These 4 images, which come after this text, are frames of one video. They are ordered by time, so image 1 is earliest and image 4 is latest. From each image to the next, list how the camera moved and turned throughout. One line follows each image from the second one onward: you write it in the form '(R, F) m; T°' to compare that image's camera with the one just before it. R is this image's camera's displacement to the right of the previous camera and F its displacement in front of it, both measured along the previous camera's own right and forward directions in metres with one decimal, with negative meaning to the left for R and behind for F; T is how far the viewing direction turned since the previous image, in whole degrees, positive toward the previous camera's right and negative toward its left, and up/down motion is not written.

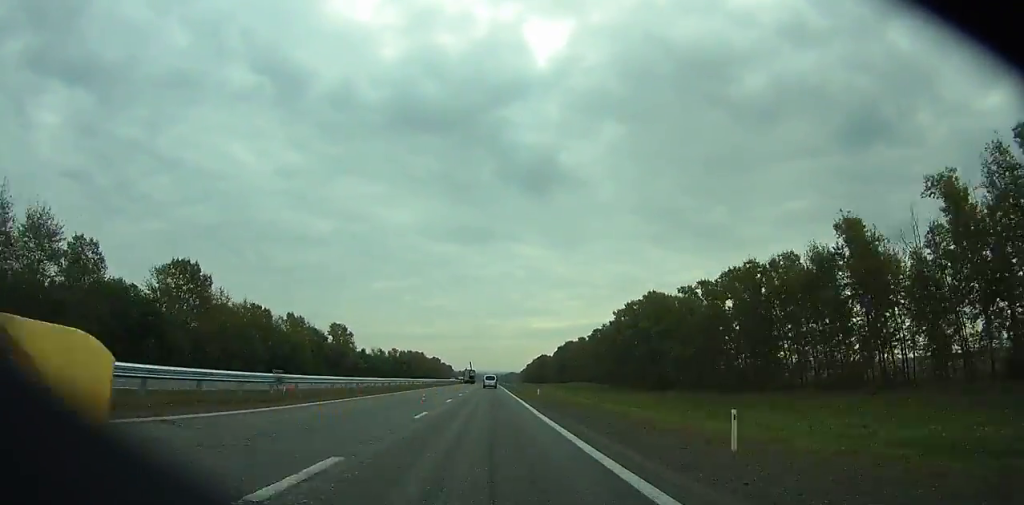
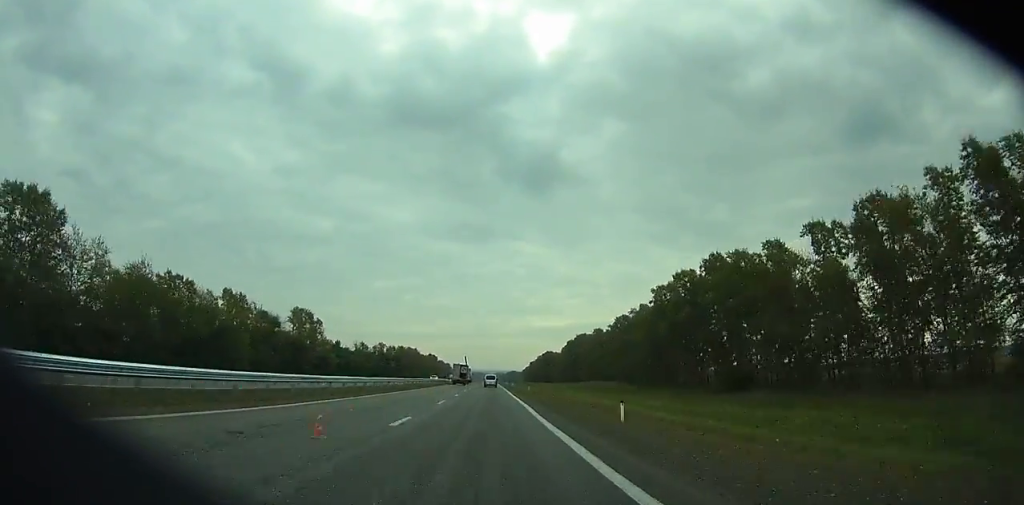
(0.0, +38.2) m; 0°
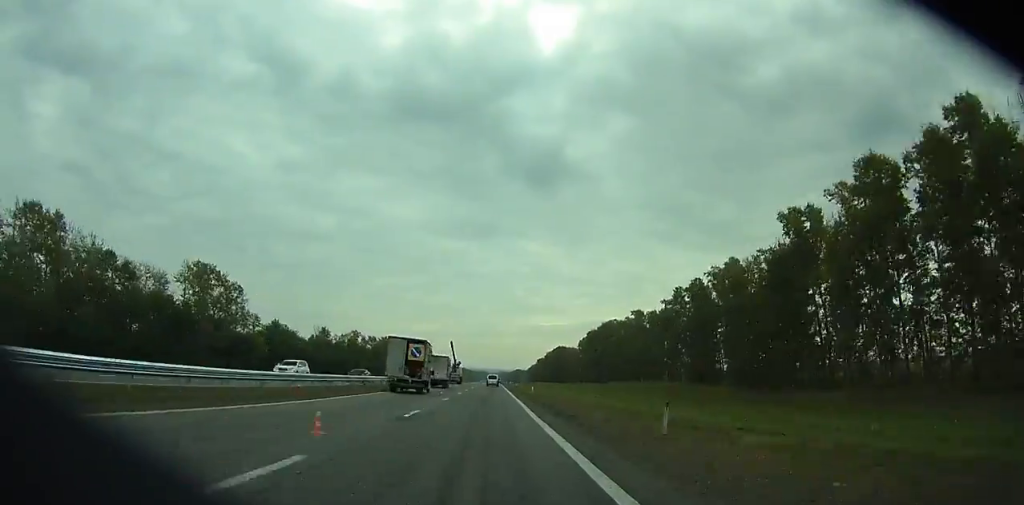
(0.0, +55.7) m; 0°
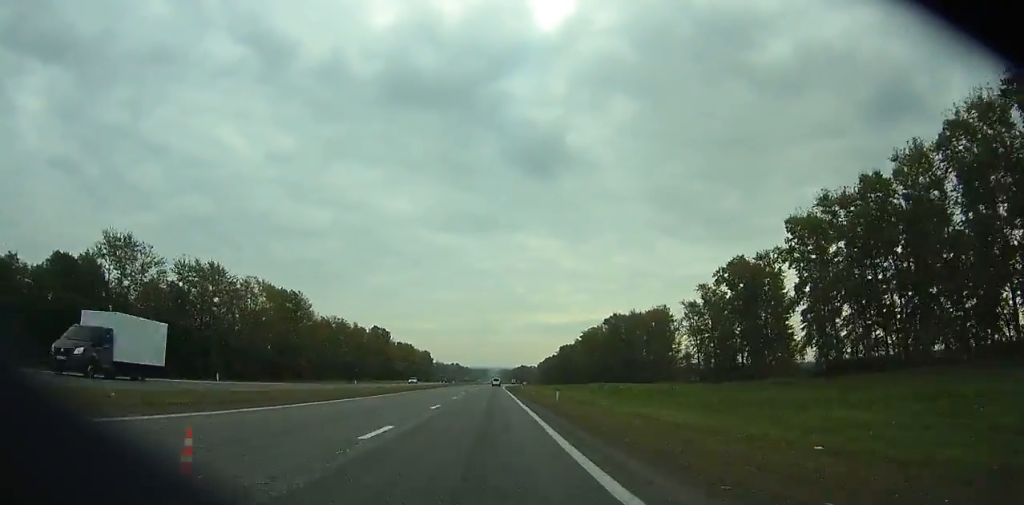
(-1.3, +176.8) m; 0°
